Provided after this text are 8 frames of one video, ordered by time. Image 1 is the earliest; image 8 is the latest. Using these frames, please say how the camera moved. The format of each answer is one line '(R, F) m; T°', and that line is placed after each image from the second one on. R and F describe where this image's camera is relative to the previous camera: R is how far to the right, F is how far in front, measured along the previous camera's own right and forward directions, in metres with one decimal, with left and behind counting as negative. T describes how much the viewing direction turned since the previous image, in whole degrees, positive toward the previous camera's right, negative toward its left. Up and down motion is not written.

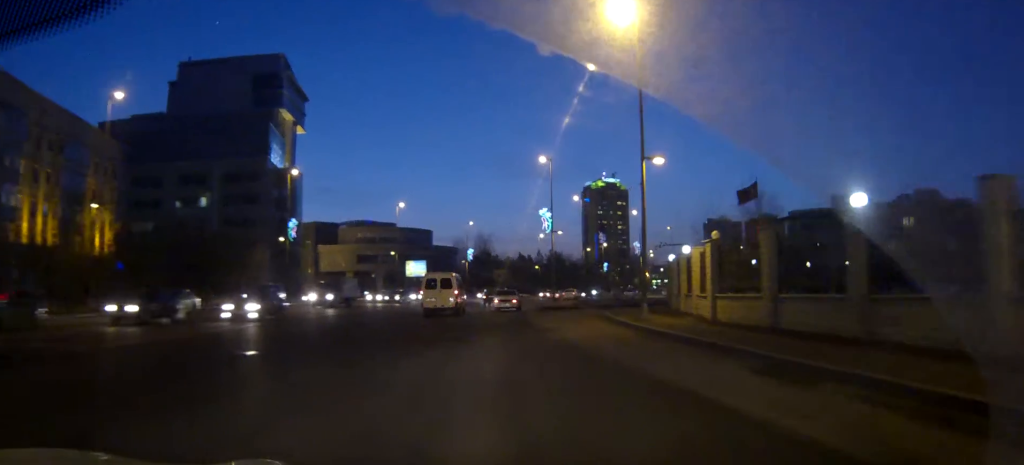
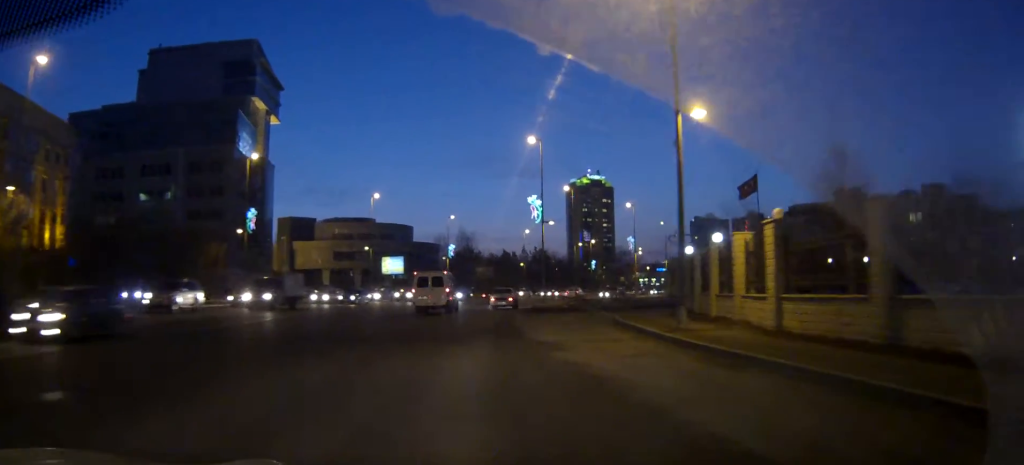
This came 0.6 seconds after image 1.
(+0.1, +7.7) m; +1°
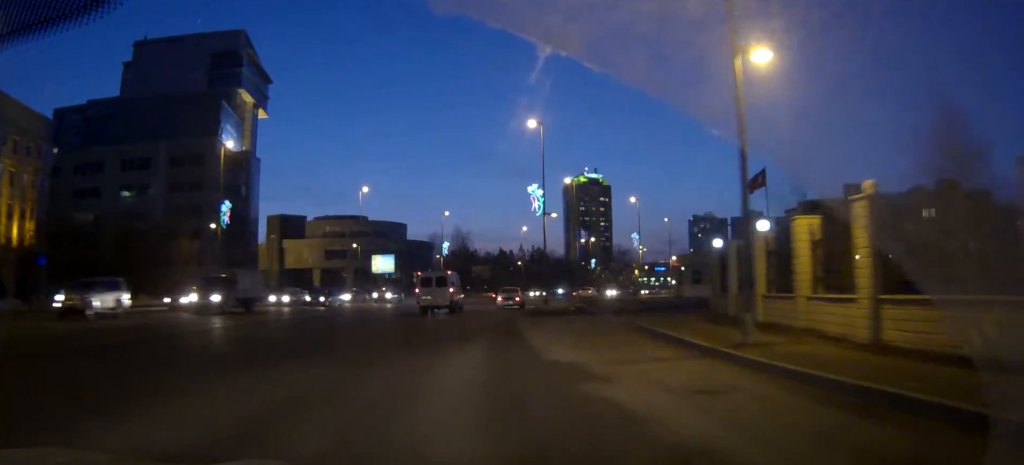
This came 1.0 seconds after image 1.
(0.0, +5.6) m; 0°
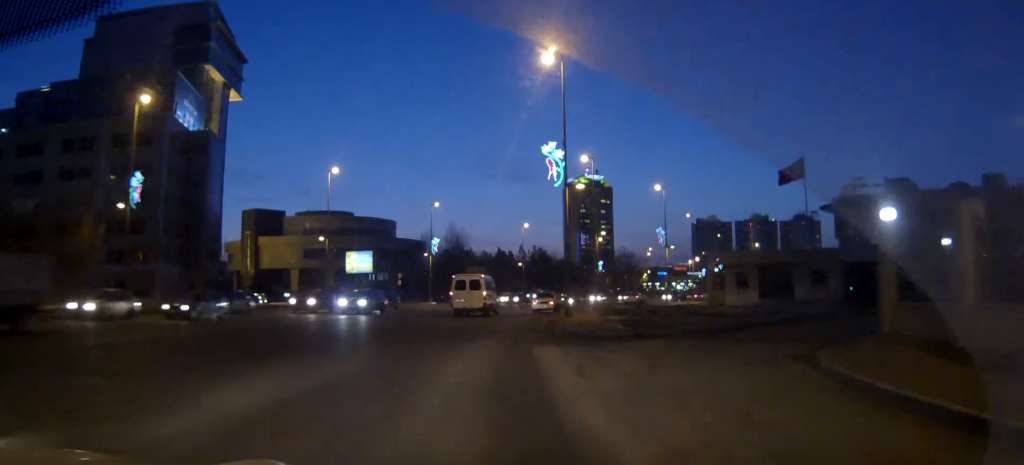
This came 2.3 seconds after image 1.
(+0.1, +15.5) m; +1°
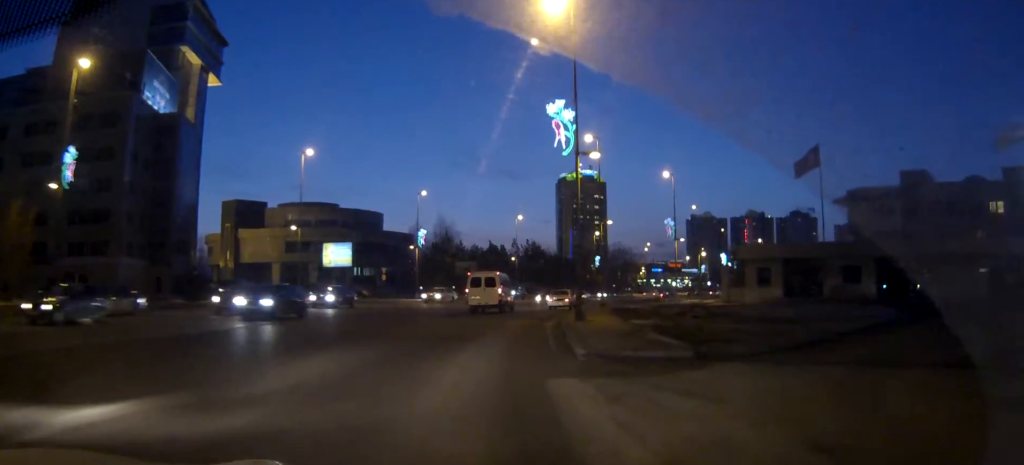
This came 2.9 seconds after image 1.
(0.0, +7.3) m; 0°
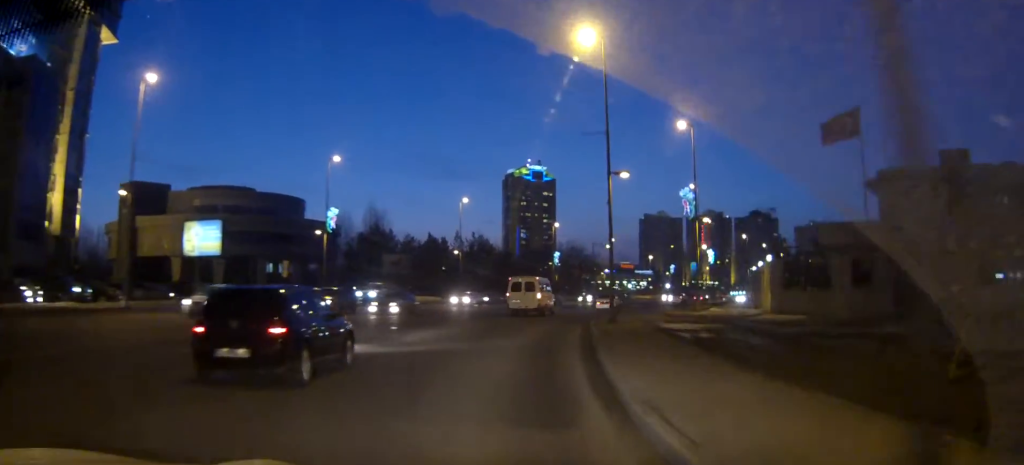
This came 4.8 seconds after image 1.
(+0.7, +23.4) m; +5°
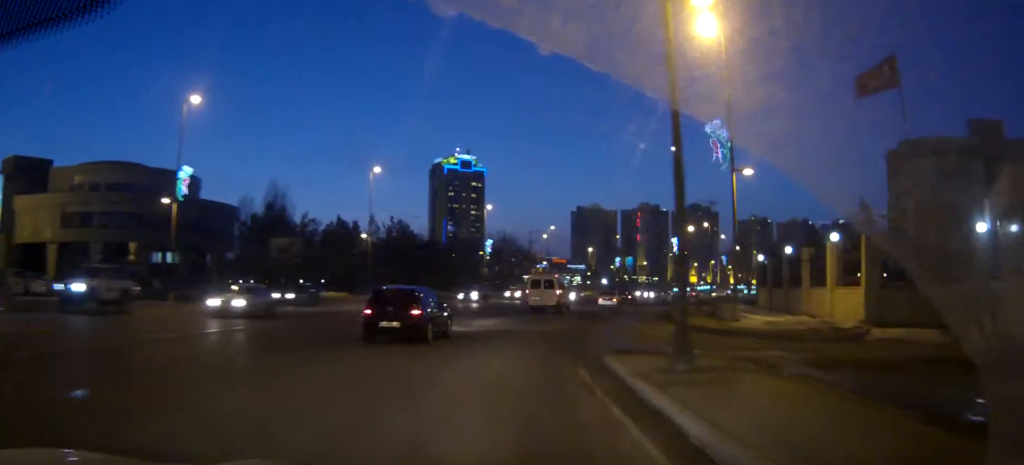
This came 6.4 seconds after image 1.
(+0.9, +19.2) m; +6°
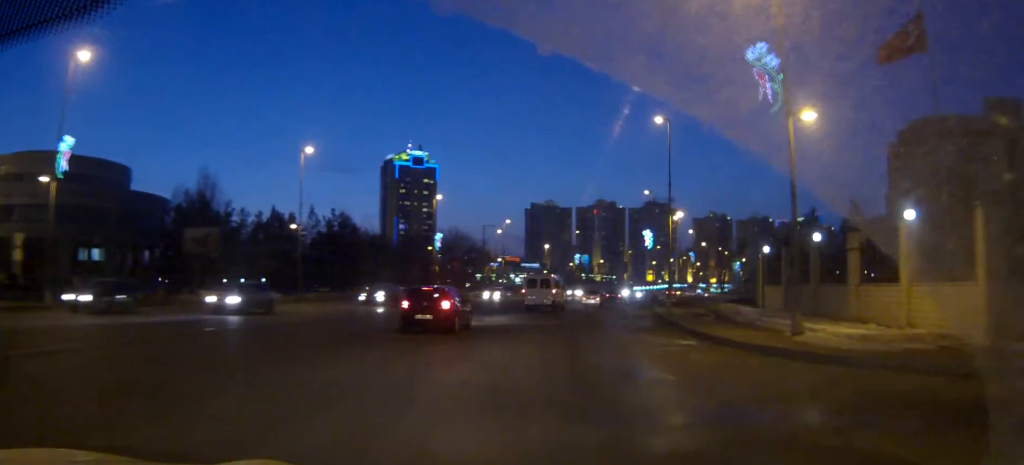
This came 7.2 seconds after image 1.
(+0.3, +9.9) m; +3°
